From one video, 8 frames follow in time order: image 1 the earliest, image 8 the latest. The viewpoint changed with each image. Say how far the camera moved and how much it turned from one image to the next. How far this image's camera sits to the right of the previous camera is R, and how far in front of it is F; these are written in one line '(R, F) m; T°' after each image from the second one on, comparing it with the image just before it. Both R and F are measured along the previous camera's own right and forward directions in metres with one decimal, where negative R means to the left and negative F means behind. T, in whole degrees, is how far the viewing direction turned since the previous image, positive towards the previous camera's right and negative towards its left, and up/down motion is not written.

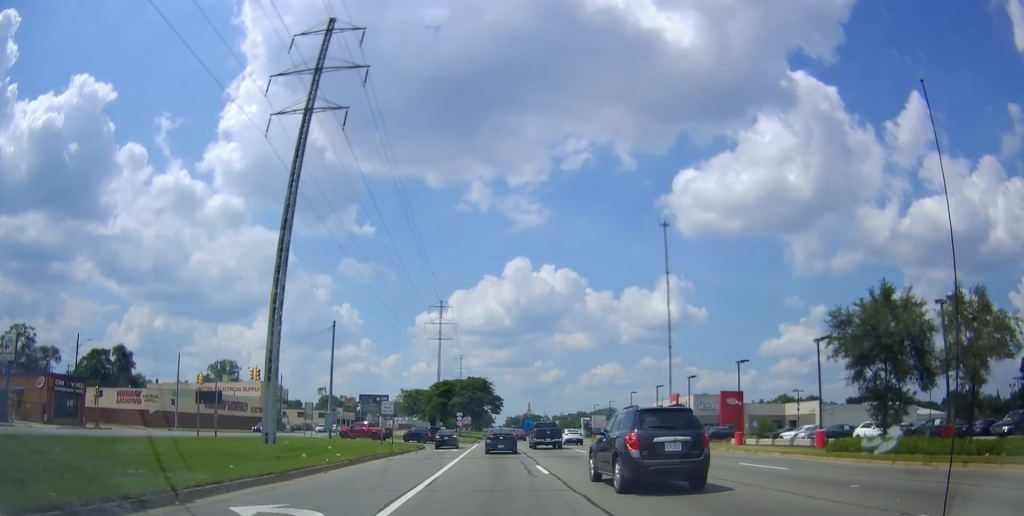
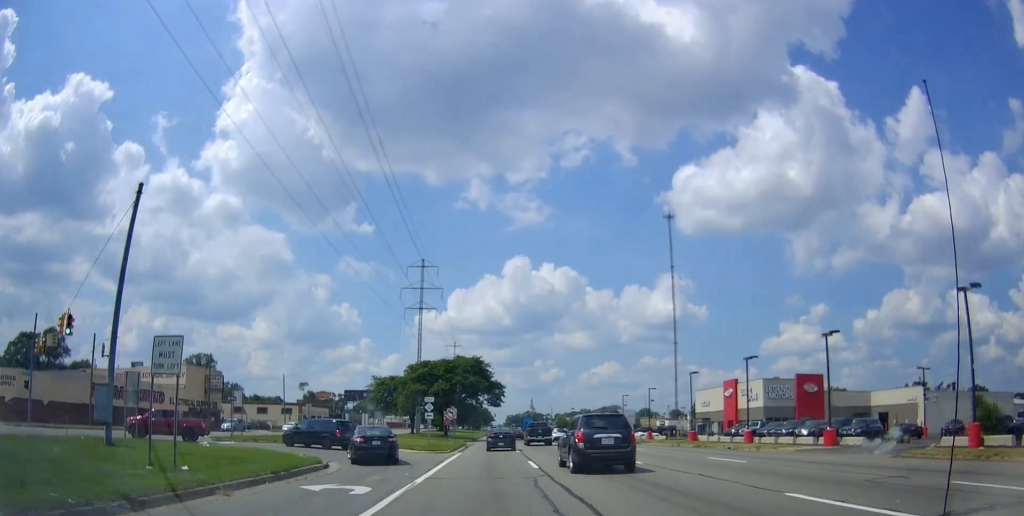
(-0.6, +27.9) m; -2°
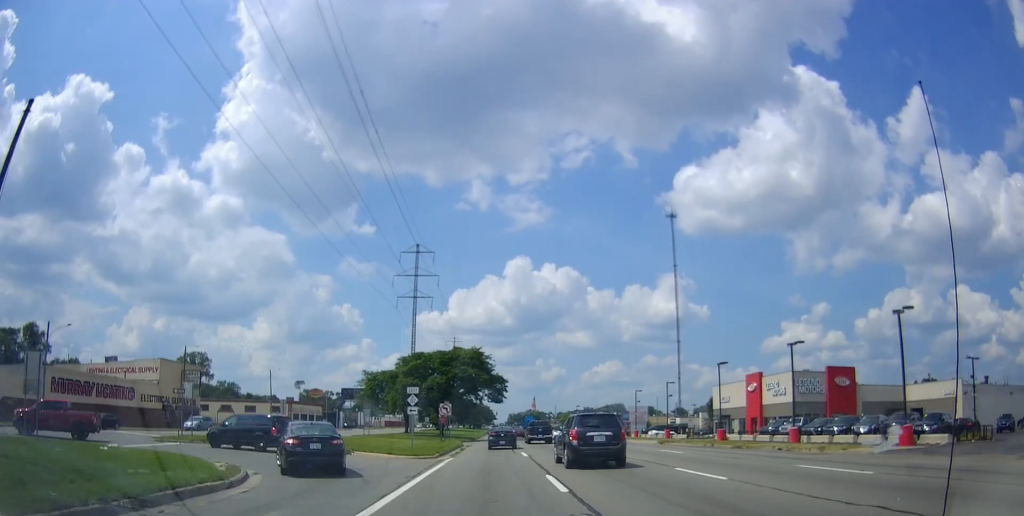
(-0.3, +7.6) m; 0°
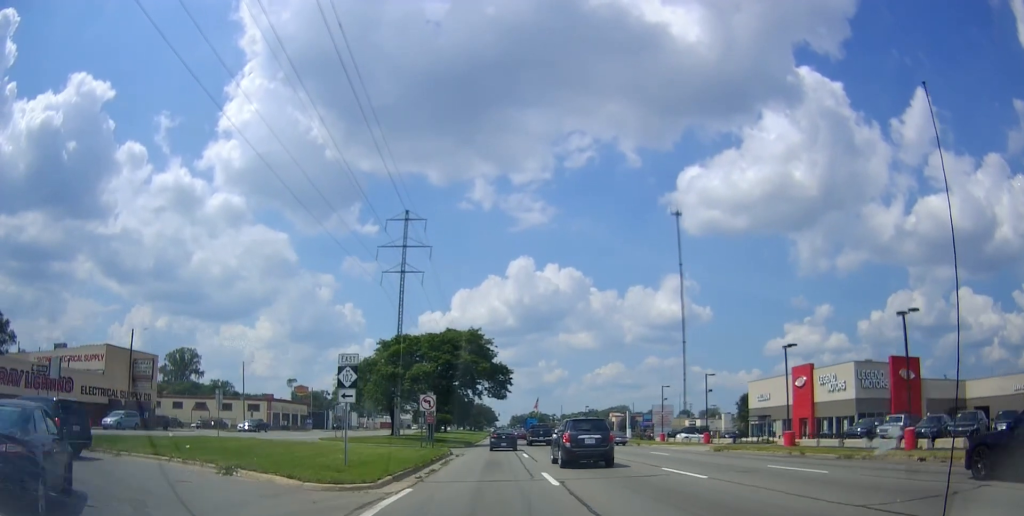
(+0.4, +13.1) m; 0°
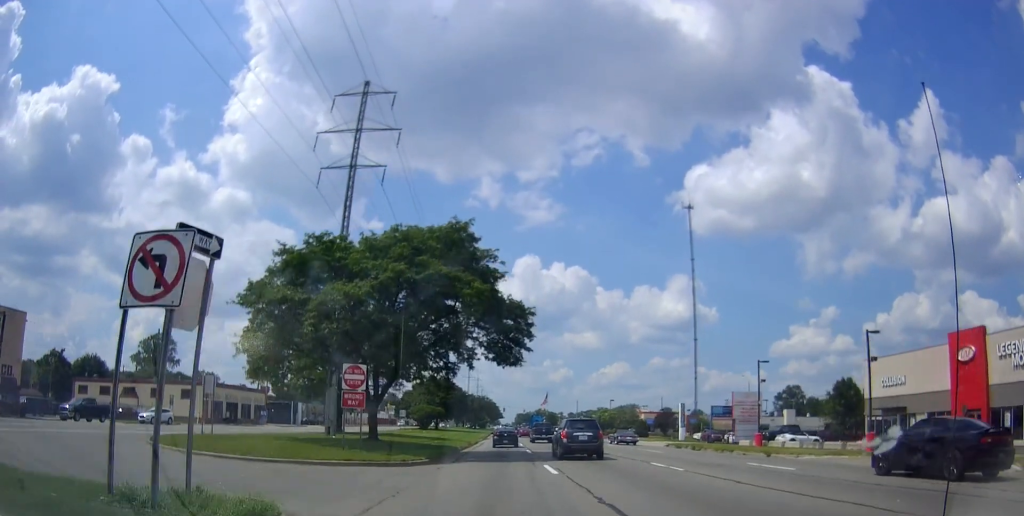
(-0.2, +27.5) m; +1°
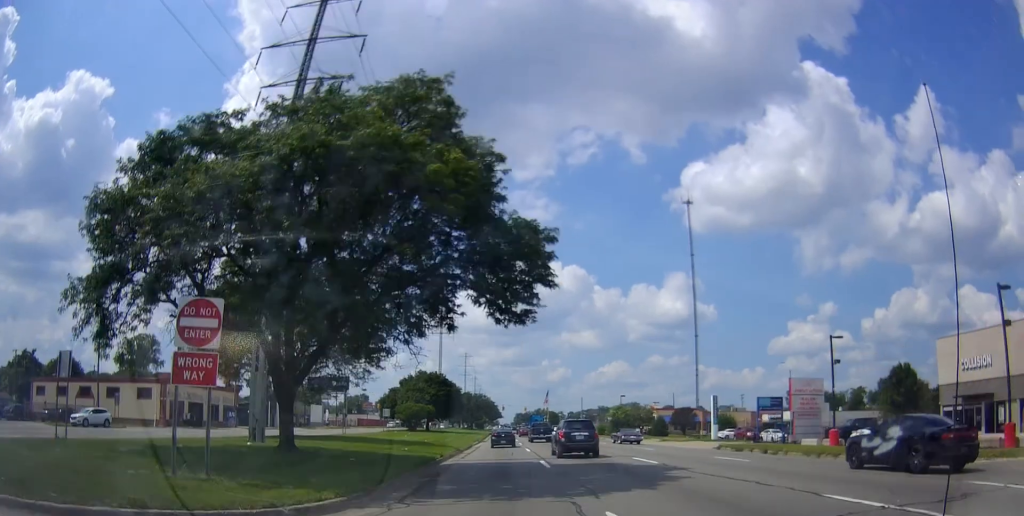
(+0.3, +12.0) m; +1°
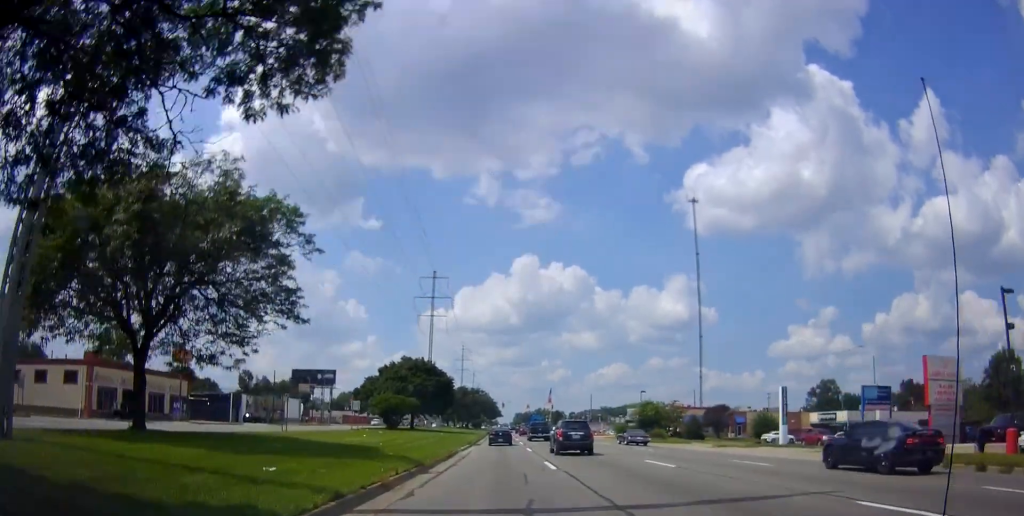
(0.0, +16.3) m; -1°
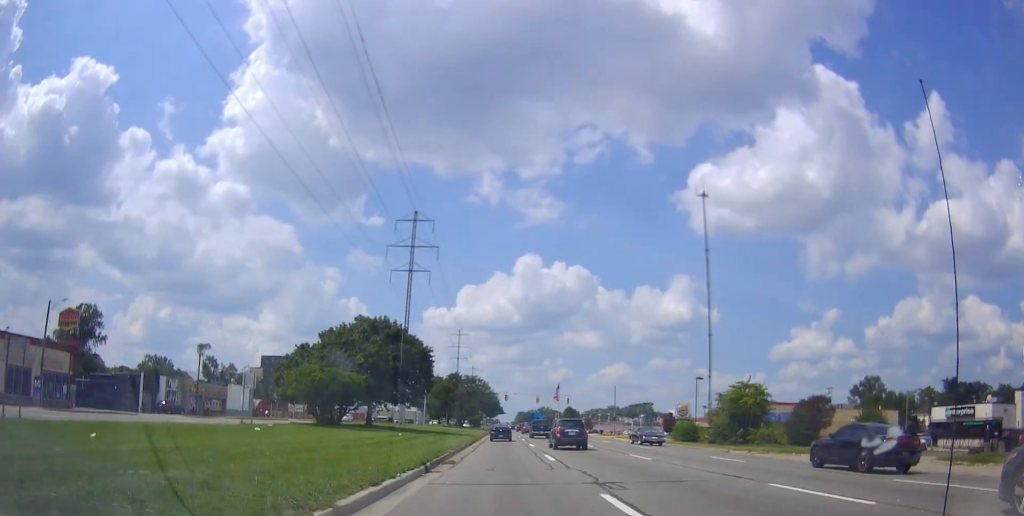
(-0.4, +27.1) m; 0°
